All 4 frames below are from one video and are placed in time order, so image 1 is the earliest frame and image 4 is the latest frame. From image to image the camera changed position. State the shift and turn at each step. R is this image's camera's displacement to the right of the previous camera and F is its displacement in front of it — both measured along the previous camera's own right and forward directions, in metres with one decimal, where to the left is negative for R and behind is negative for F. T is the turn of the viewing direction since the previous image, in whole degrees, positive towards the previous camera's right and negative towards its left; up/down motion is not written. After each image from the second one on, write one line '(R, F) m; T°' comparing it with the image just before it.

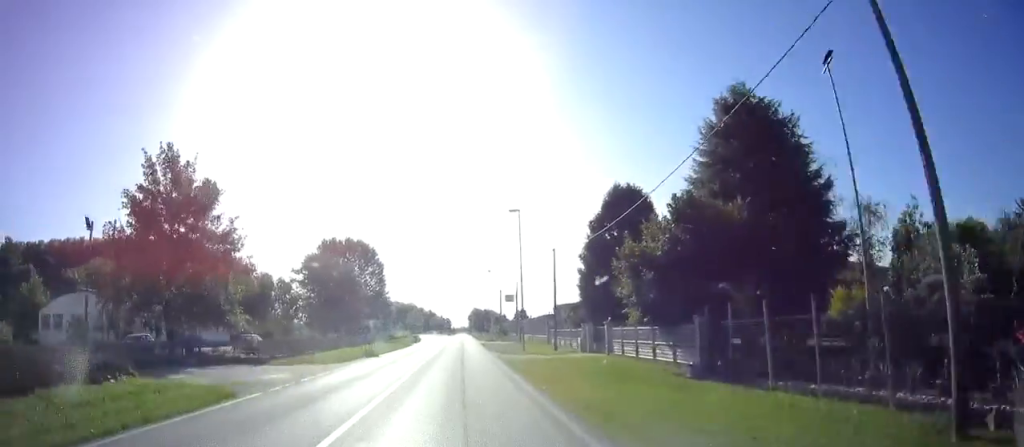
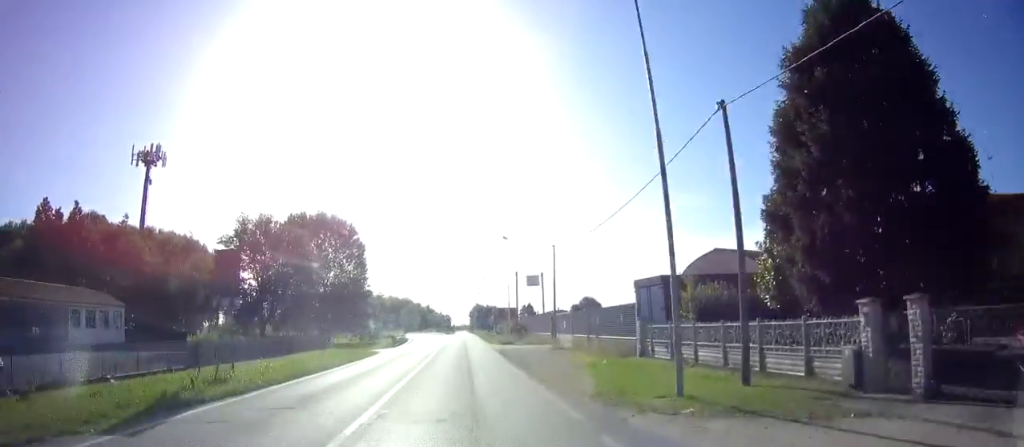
(-0.8, +23.4) m; -2°
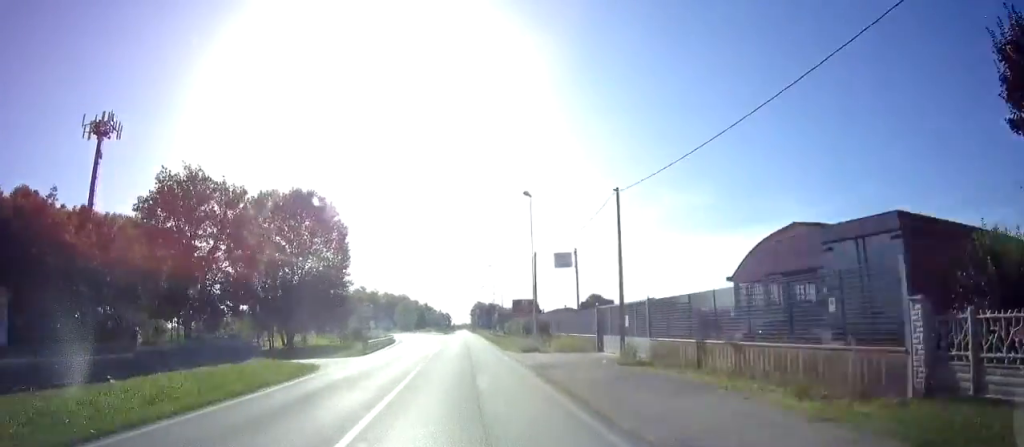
(-0.3, +15.0) m; +1°
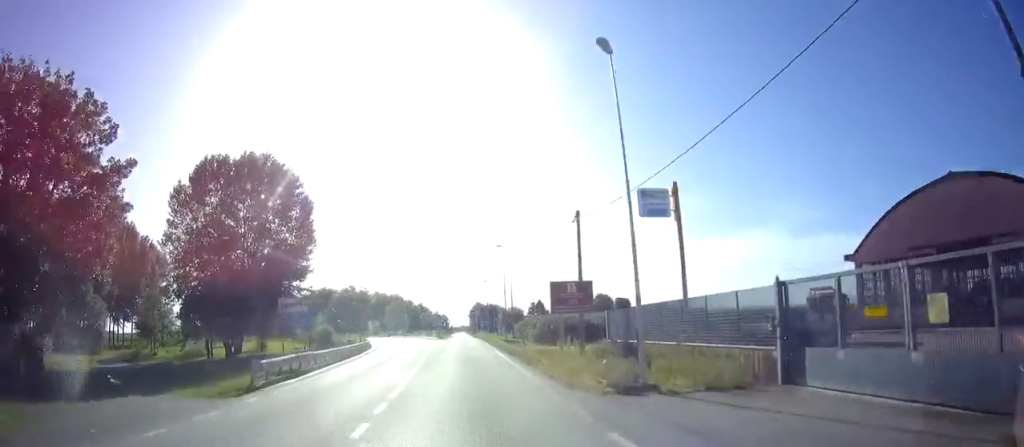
(+0.7, +18.7) m; +1°
